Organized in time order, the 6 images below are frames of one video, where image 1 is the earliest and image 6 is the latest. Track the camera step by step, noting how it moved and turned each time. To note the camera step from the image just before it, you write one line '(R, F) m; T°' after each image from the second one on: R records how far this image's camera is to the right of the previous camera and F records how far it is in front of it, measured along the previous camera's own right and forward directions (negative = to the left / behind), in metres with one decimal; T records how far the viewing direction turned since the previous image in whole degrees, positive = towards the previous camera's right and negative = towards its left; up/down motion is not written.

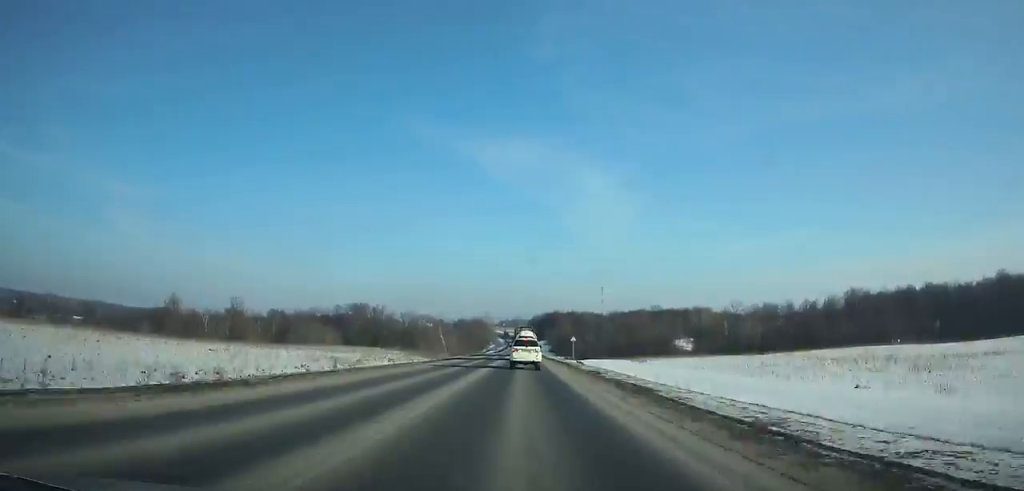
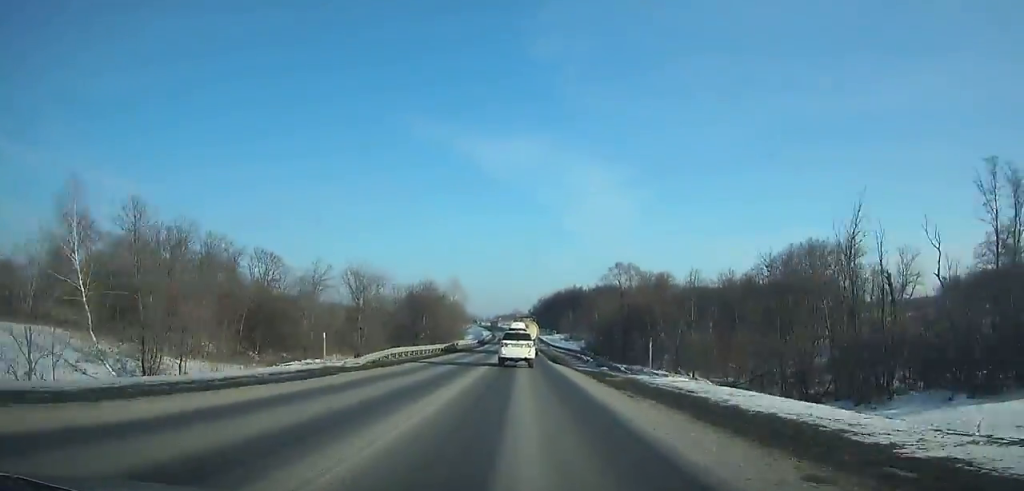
(+0.2, +159.4) m; 0°
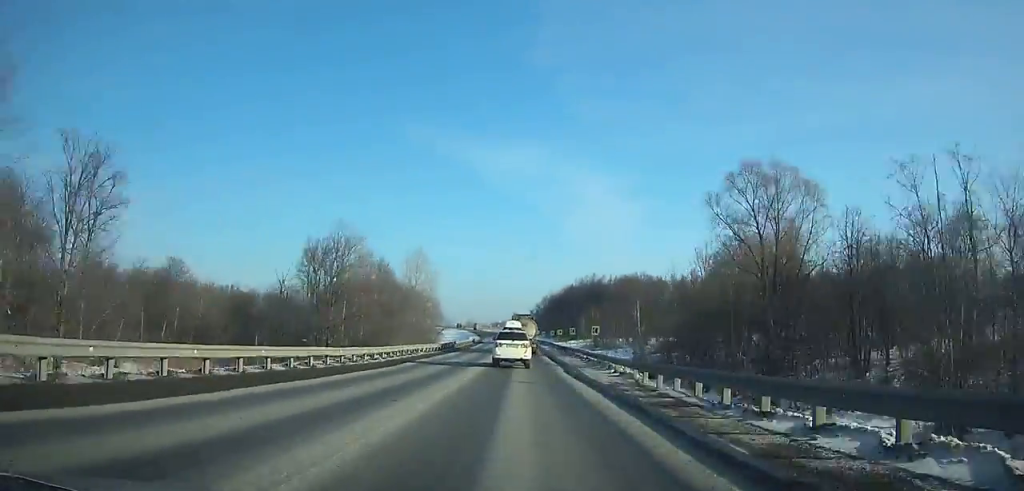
(+0.3, +62.5) m; 0°
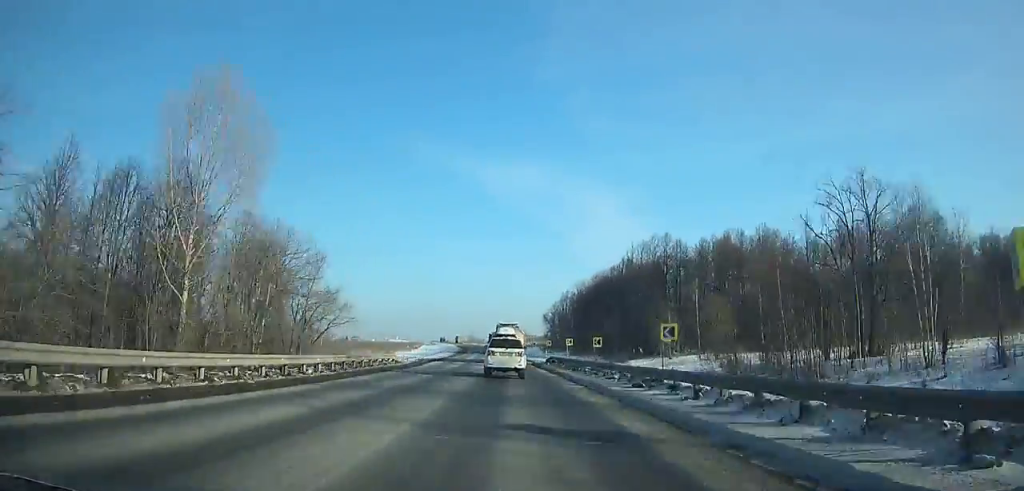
(-1.3, +81.3) m; -2°
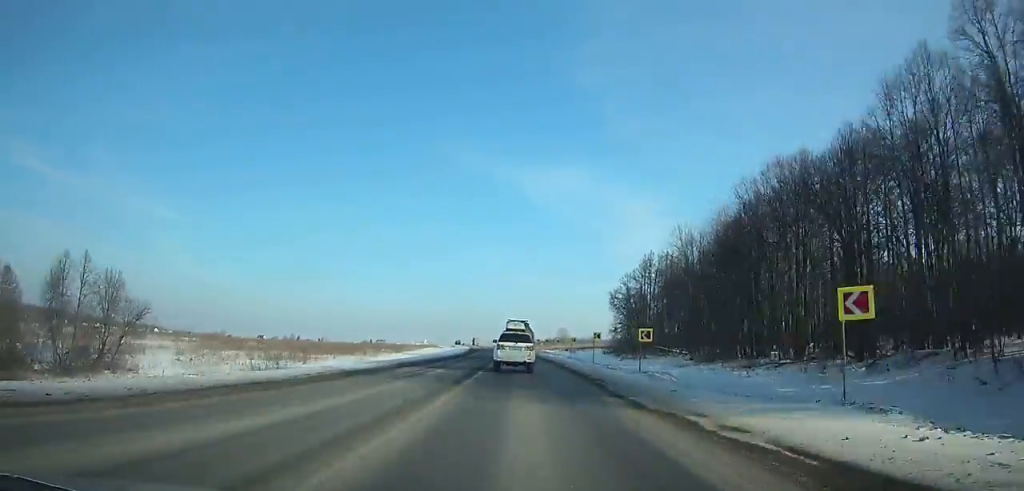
(-1.8, +72.5) m; -3°
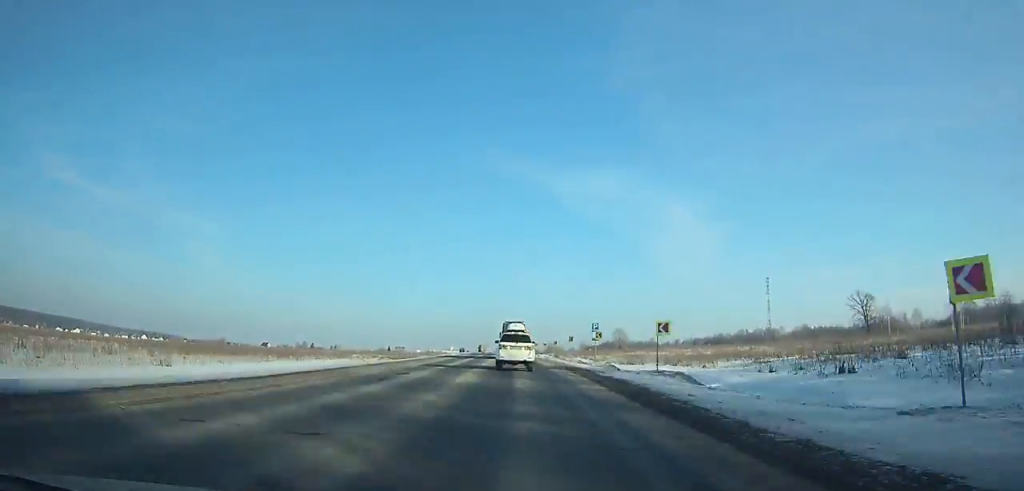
(-4.1, +119.4) m; -4°
